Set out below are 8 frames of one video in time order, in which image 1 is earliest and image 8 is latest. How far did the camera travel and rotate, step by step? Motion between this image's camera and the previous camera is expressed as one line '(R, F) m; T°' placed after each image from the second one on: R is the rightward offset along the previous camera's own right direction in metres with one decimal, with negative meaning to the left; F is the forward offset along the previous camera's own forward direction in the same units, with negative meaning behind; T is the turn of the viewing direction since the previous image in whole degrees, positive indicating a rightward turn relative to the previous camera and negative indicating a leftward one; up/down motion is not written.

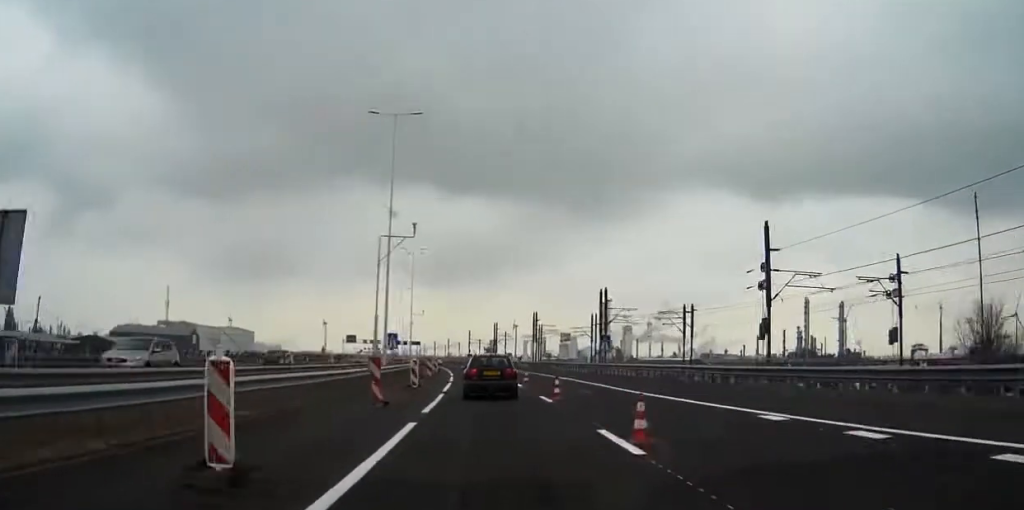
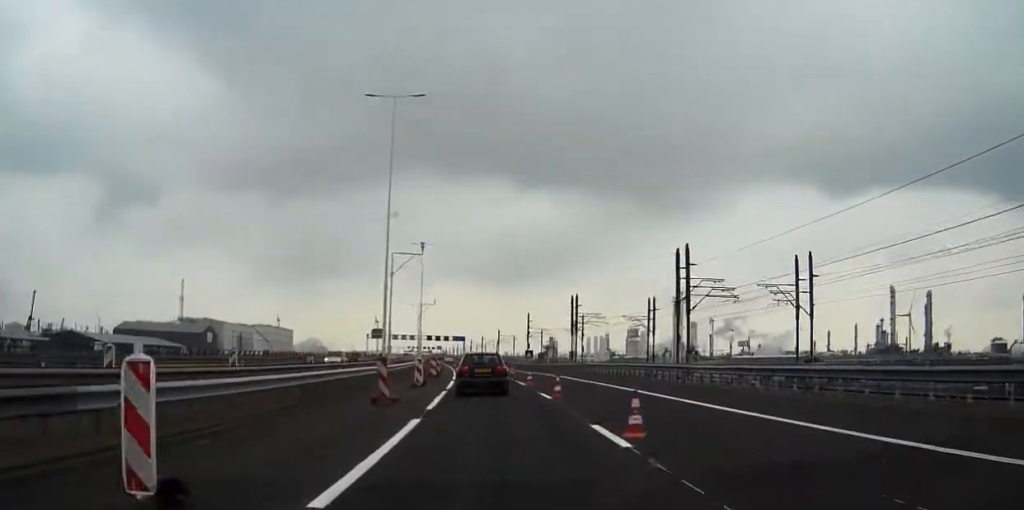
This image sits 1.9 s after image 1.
(+0.1, +72.2) m; 0°
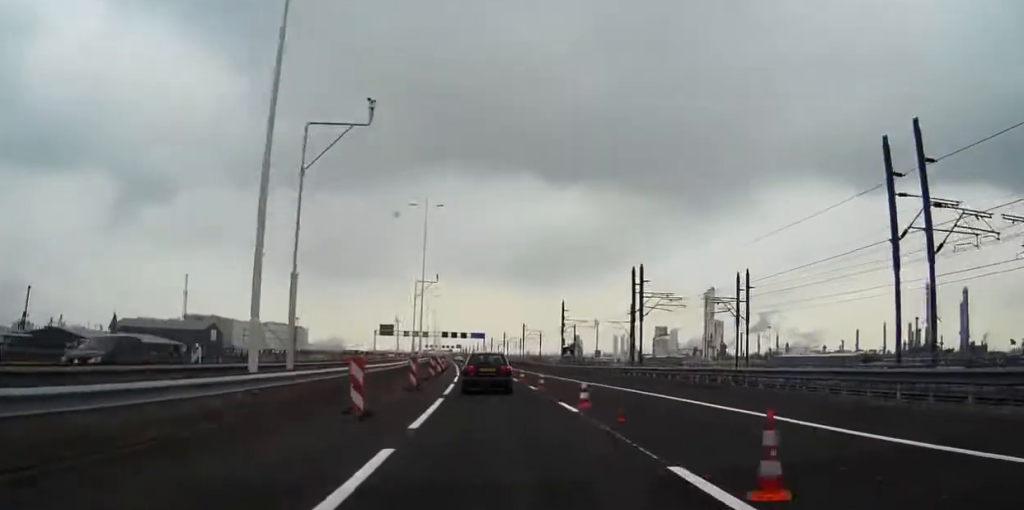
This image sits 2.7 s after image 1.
(0.0, +29.7) m; 0°
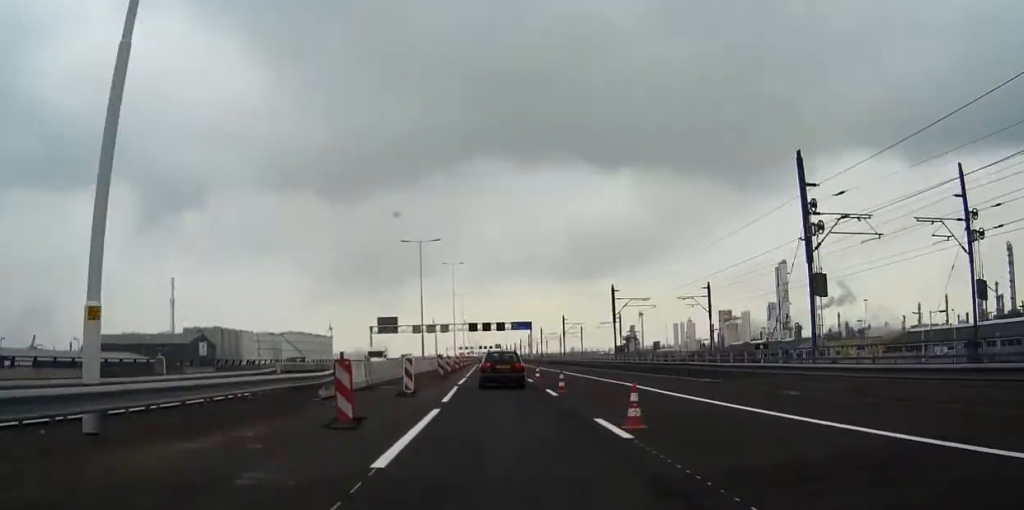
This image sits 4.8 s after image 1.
(+0.1, +76.5) m; 0°
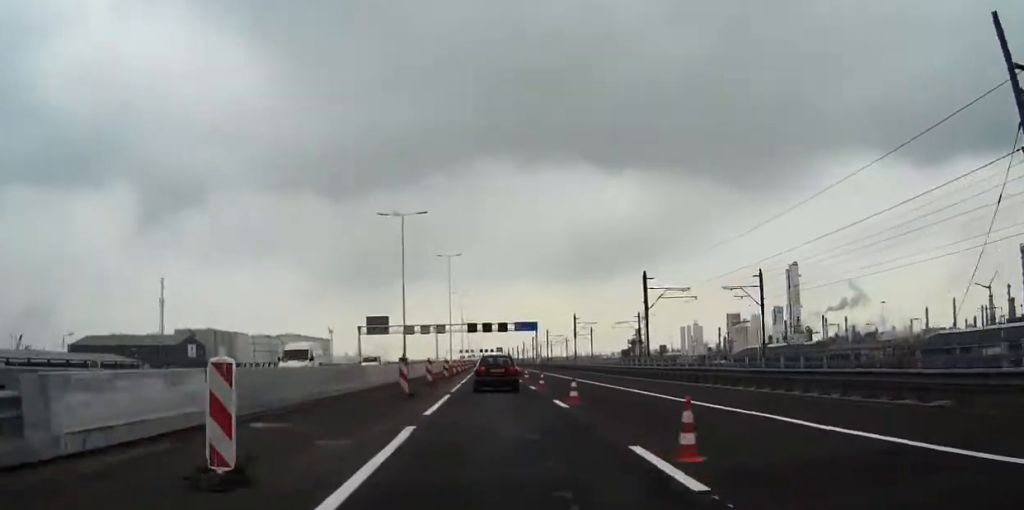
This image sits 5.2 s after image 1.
(0.0, +16.1) m; 0°
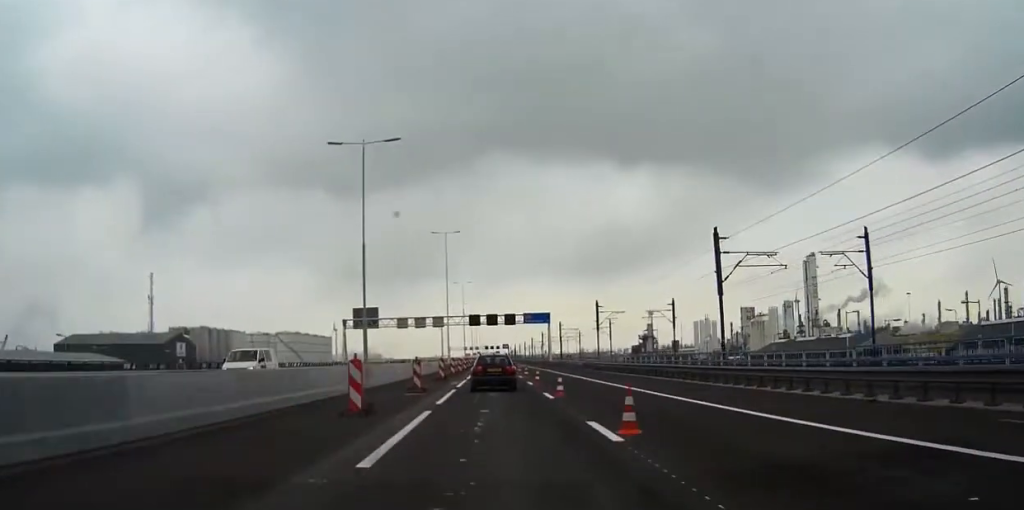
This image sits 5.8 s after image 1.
(0.0, +19.8) m; 0°
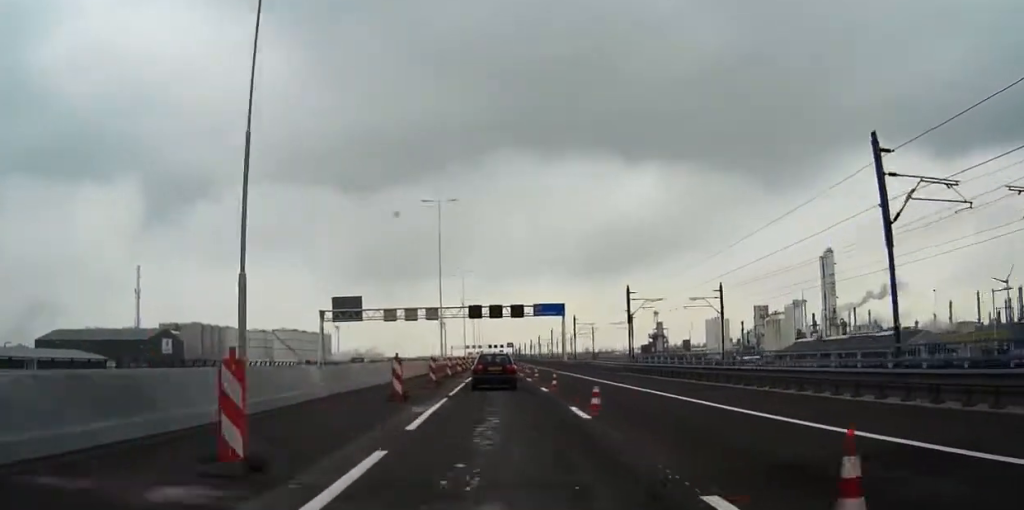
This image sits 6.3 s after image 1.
(0.0, +19.9) m; -1°
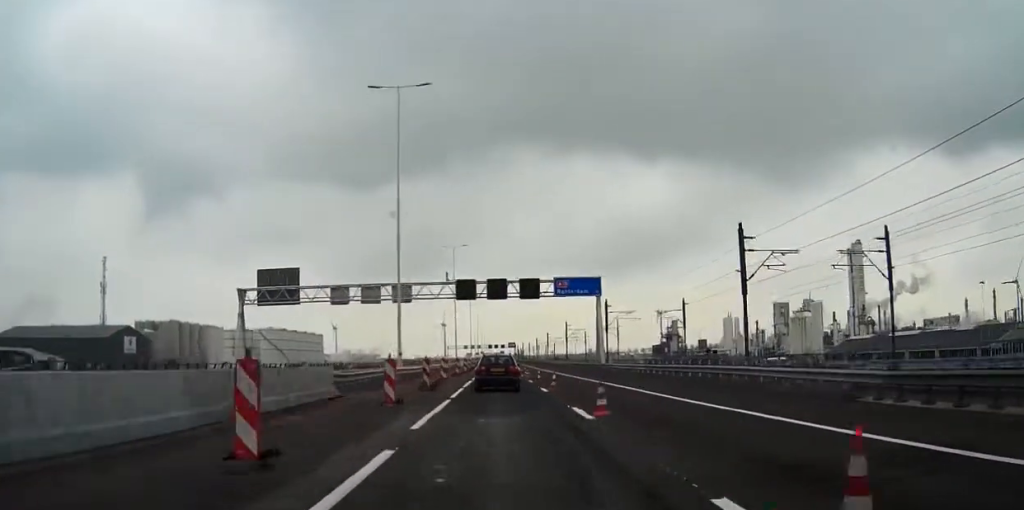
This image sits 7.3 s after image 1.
(-0.4, +36.2) m; -3°
